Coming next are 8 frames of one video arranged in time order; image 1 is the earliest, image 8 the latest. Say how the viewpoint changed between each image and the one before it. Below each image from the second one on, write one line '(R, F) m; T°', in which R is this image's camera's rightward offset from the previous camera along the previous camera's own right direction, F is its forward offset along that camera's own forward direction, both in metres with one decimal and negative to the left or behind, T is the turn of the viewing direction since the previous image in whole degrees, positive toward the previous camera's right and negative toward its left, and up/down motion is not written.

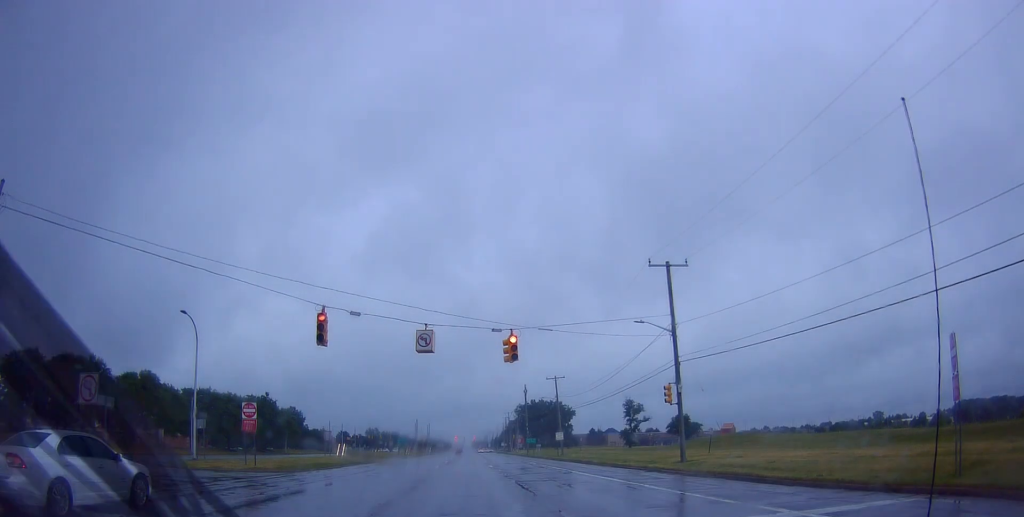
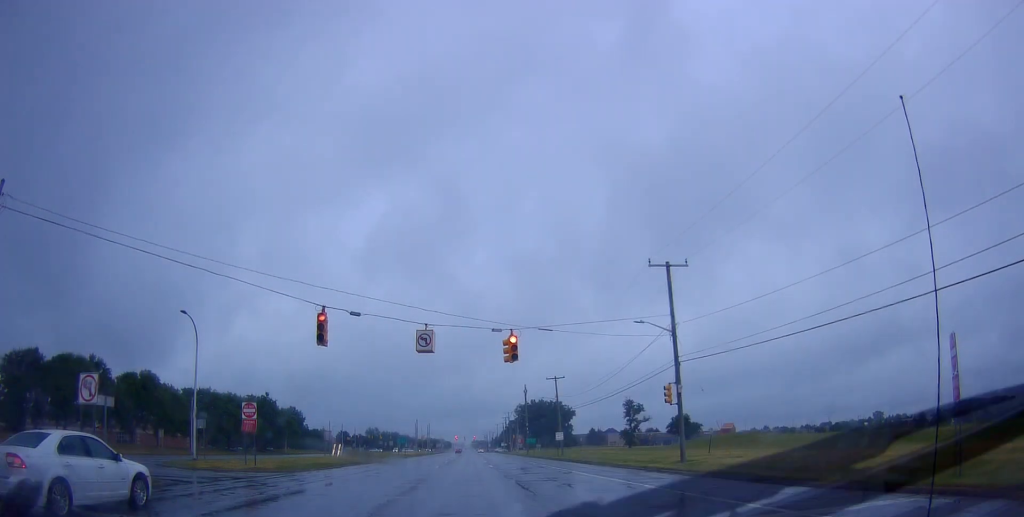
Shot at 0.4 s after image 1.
(0.0, 0.0) m; 0°
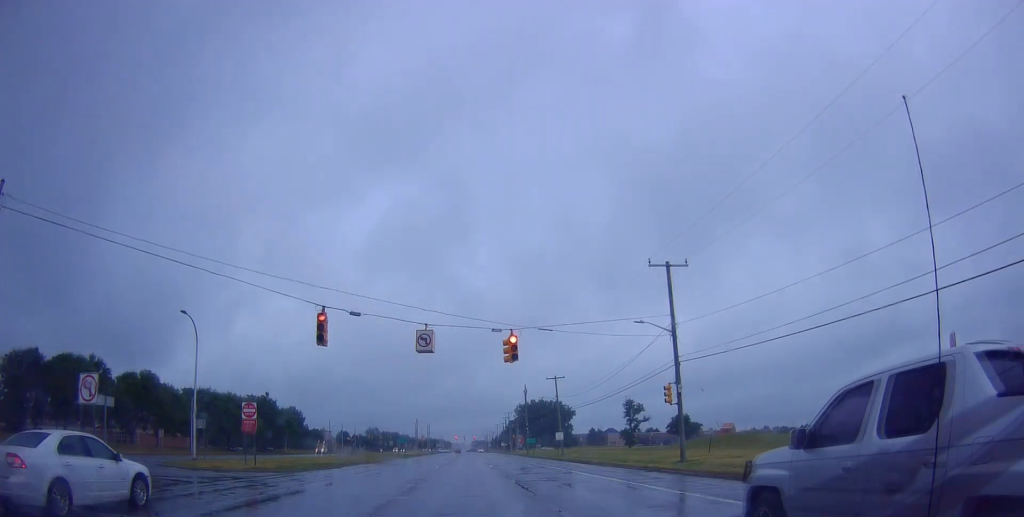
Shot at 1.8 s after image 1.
(0.0, 0.0) m; 0°
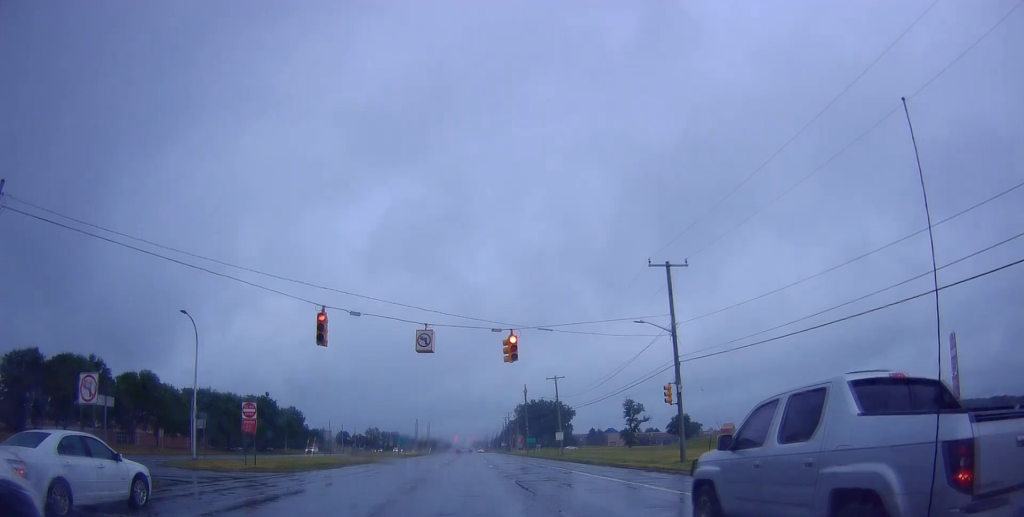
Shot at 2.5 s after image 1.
(0.0, 0.0) m; 0°
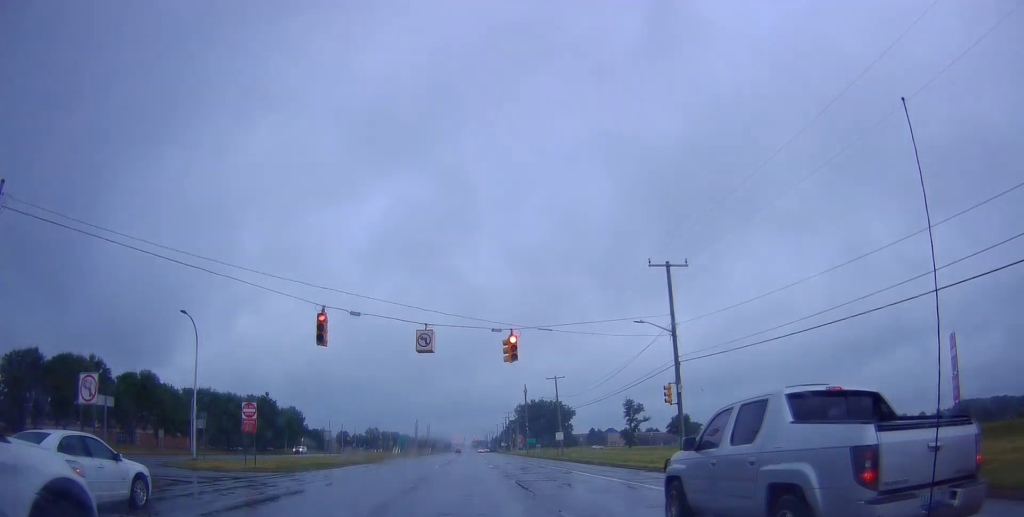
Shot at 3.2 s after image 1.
(0.0, 0.0) m; 0°
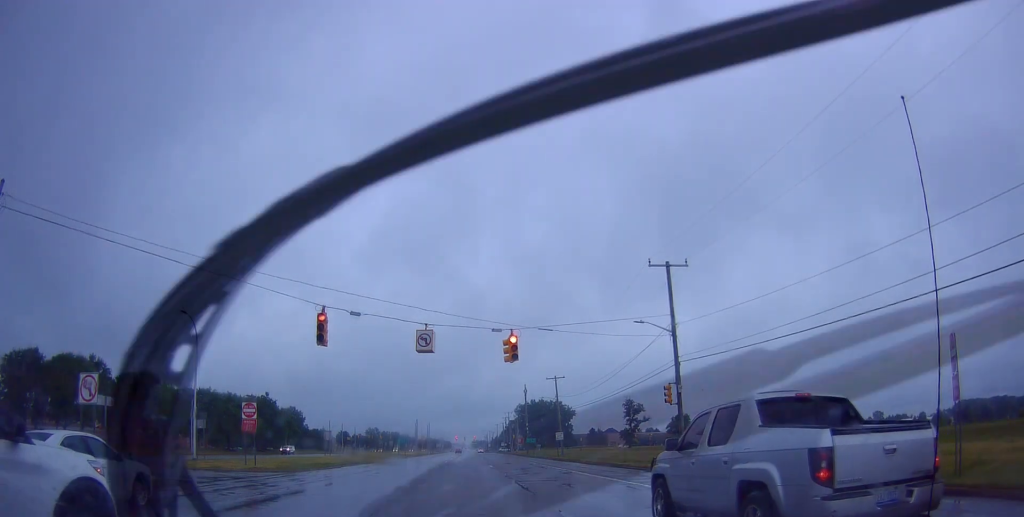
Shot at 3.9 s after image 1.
(0.0, 0.0) m; 0°
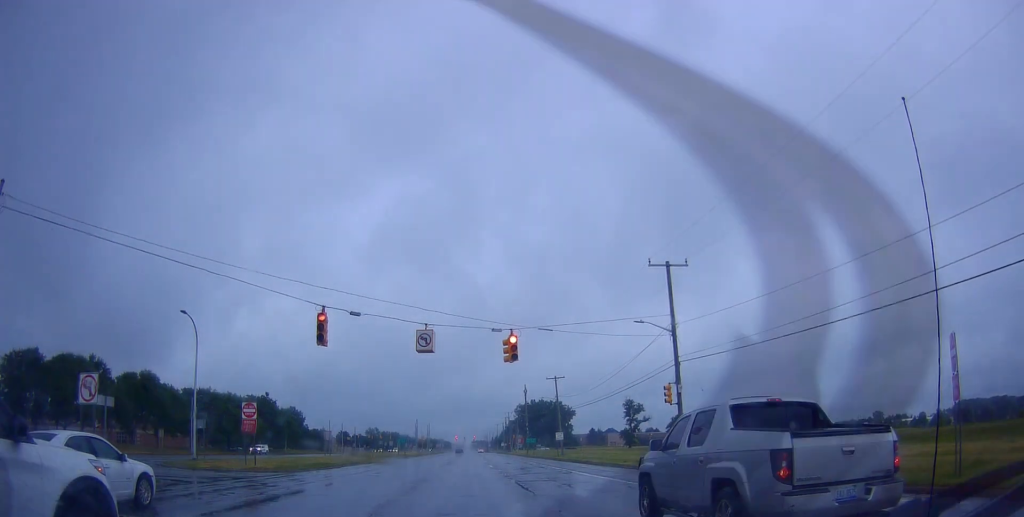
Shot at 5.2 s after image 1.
(0.0, 0.0) m; 0°
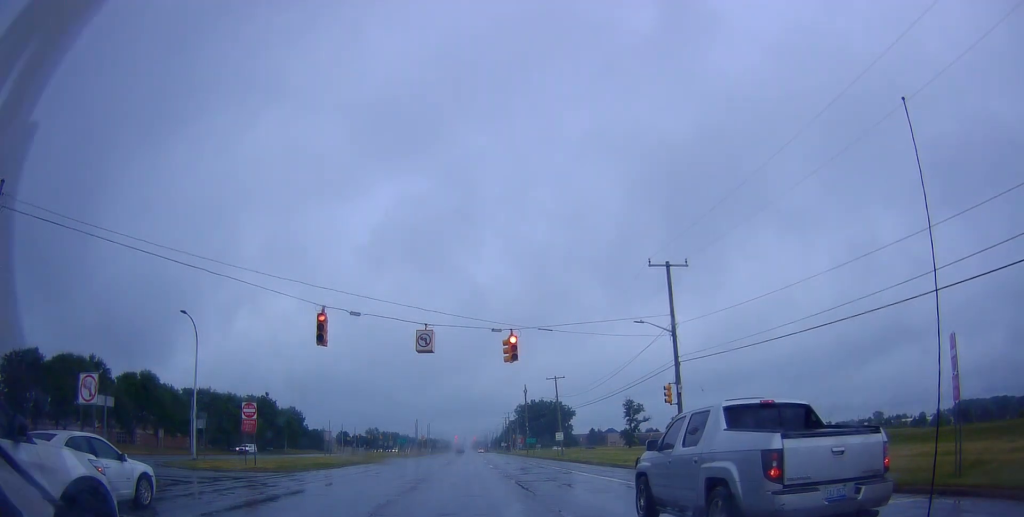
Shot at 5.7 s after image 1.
(0.0, 0.0) m; 0°
